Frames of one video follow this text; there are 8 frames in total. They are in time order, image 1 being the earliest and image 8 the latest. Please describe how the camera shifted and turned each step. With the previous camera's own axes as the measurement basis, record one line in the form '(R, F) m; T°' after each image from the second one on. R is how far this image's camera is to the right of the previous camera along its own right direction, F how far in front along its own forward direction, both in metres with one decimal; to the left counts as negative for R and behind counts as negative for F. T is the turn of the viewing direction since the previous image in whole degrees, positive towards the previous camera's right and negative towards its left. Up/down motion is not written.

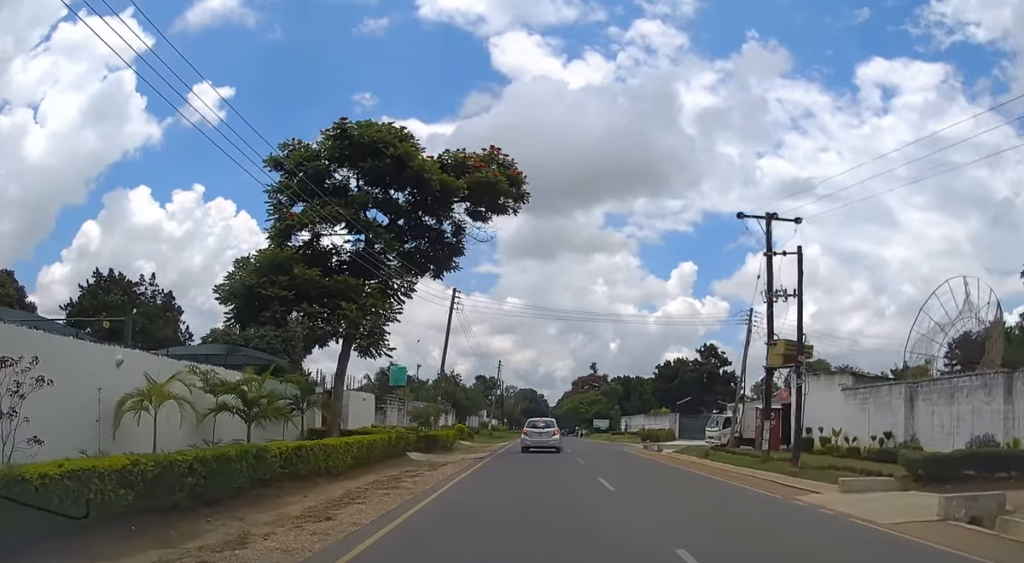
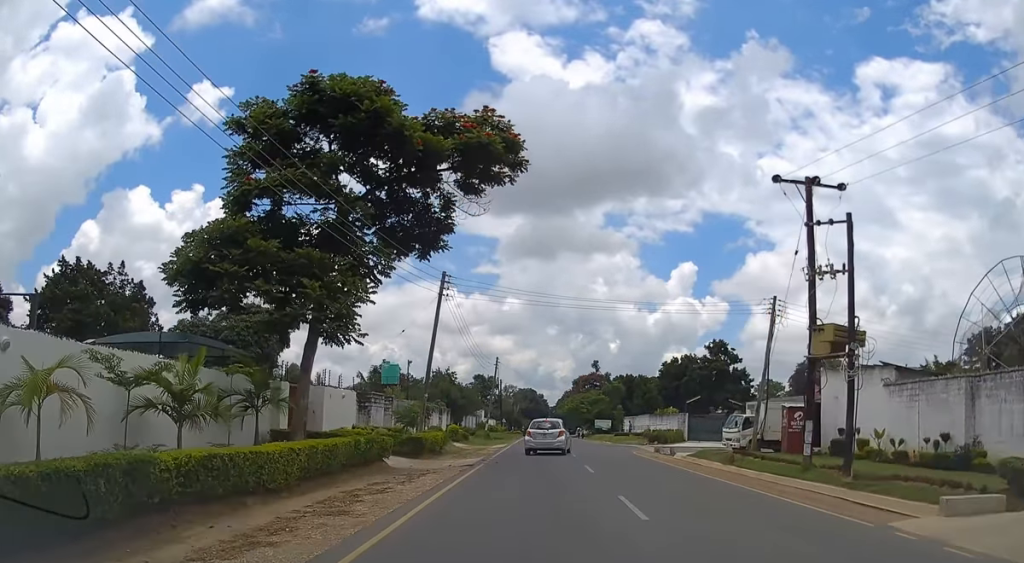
(0.0, +4.2) m; 0°
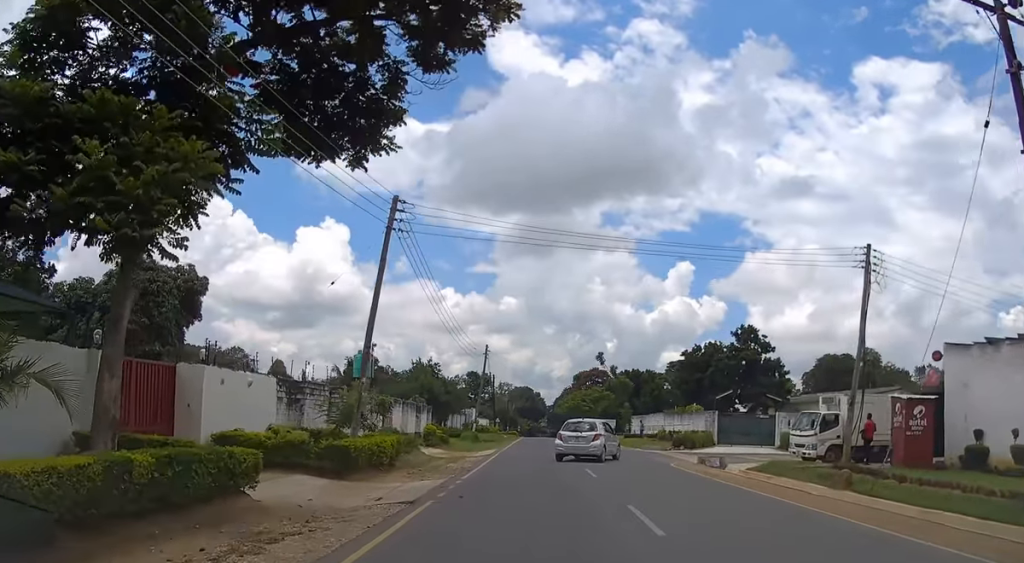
(-0.1, +10.9) m; 0°
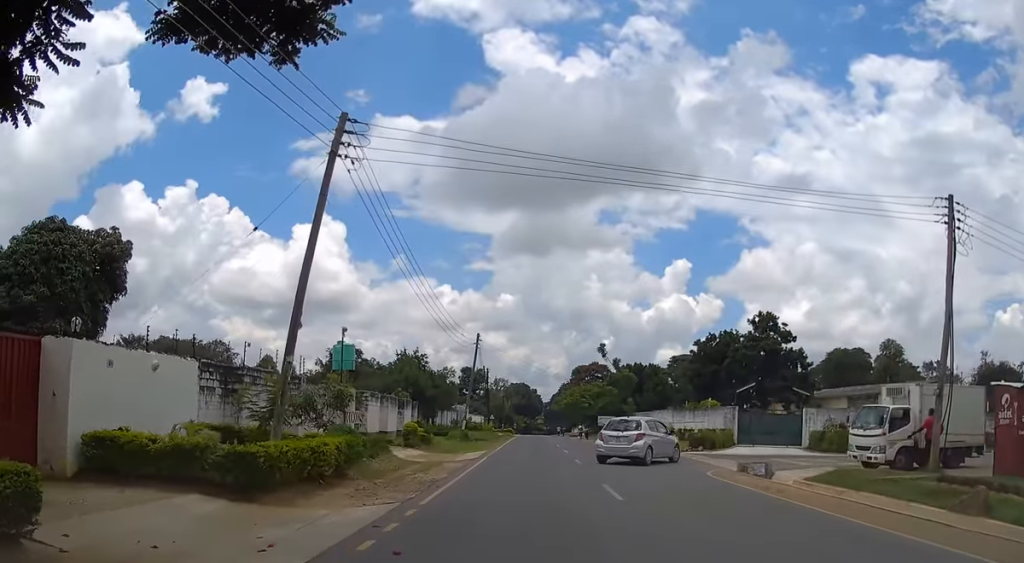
(0.0, +5.9) m; +1°
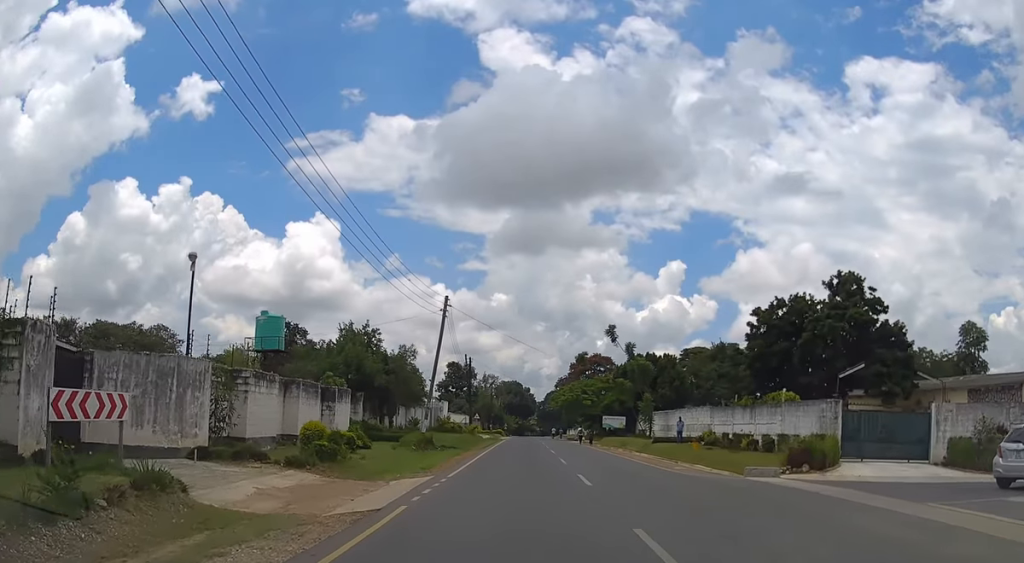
(-0.3, +15.6) m; -2°
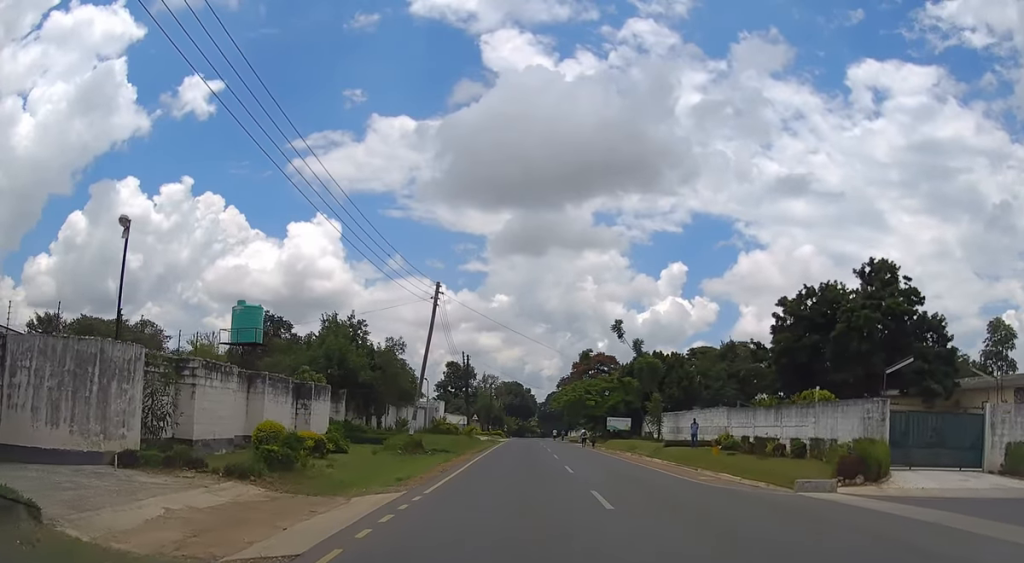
(+0.1, +3.9) m; 0°
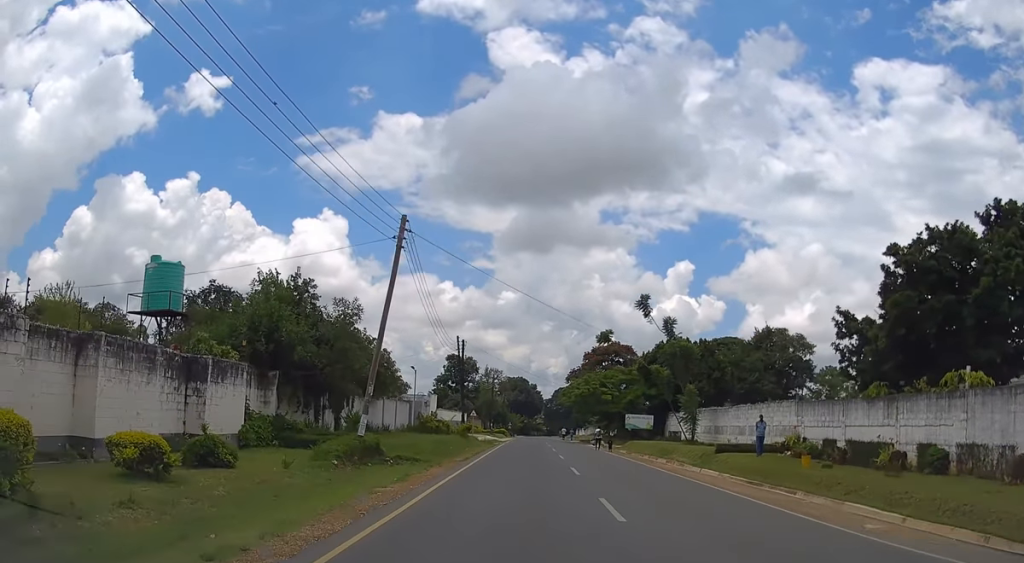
(-0.1, +10.3) m; 0°
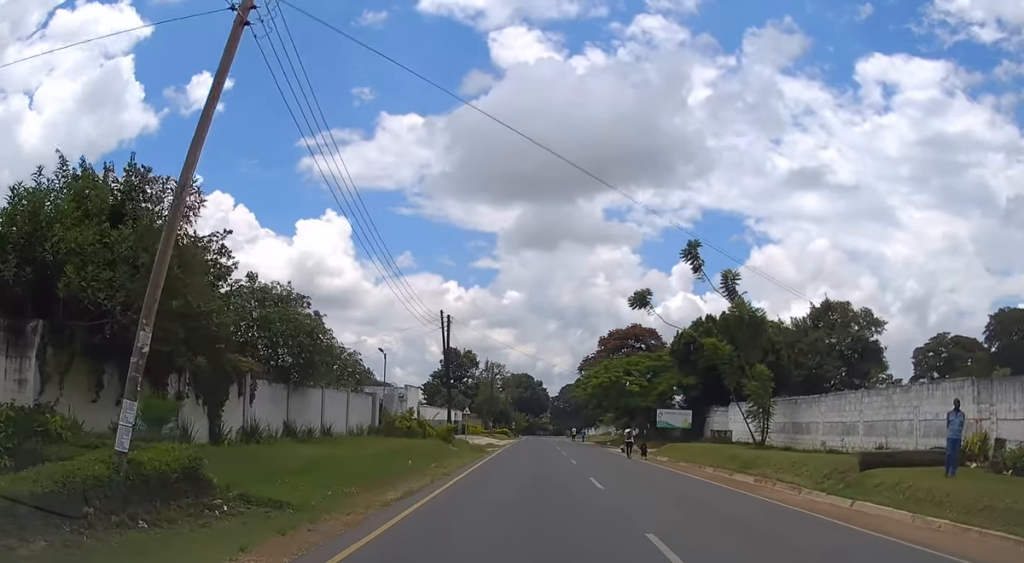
(+0.3, +13.4) m; 0°
